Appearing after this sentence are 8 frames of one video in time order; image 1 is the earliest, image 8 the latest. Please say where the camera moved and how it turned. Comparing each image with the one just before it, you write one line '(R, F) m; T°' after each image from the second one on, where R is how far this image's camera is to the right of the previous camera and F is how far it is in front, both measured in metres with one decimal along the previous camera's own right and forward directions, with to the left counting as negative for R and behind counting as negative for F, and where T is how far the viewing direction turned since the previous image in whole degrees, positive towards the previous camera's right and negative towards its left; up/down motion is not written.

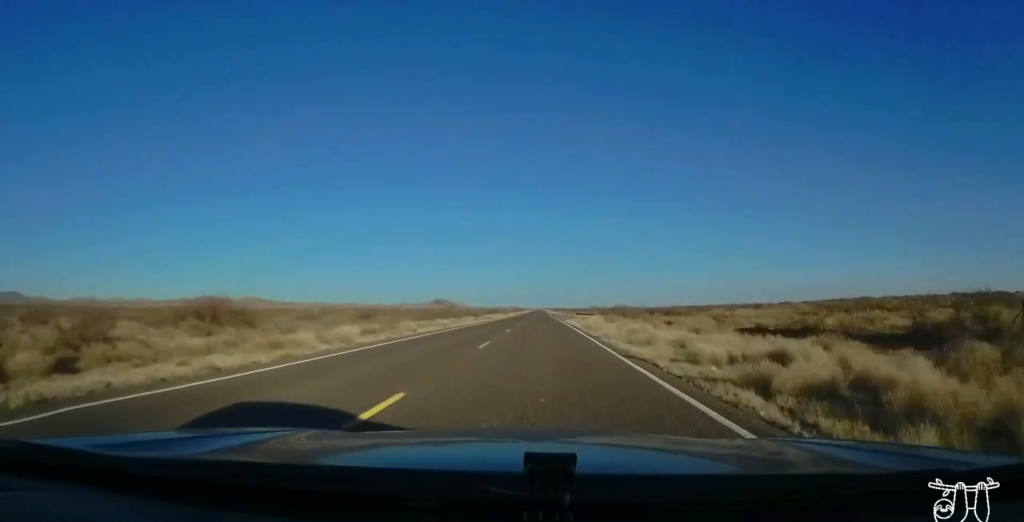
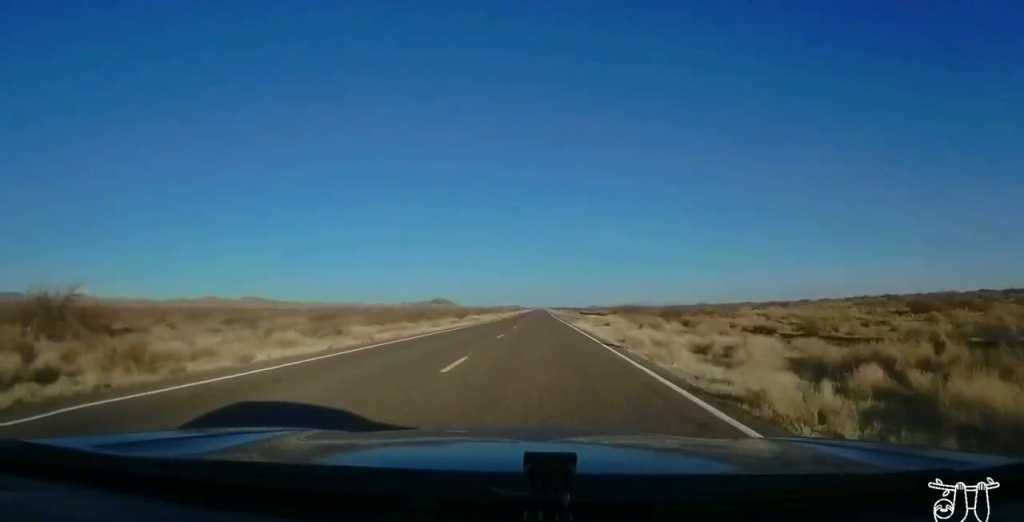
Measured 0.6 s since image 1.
(0.0, +18.6) m; 0°
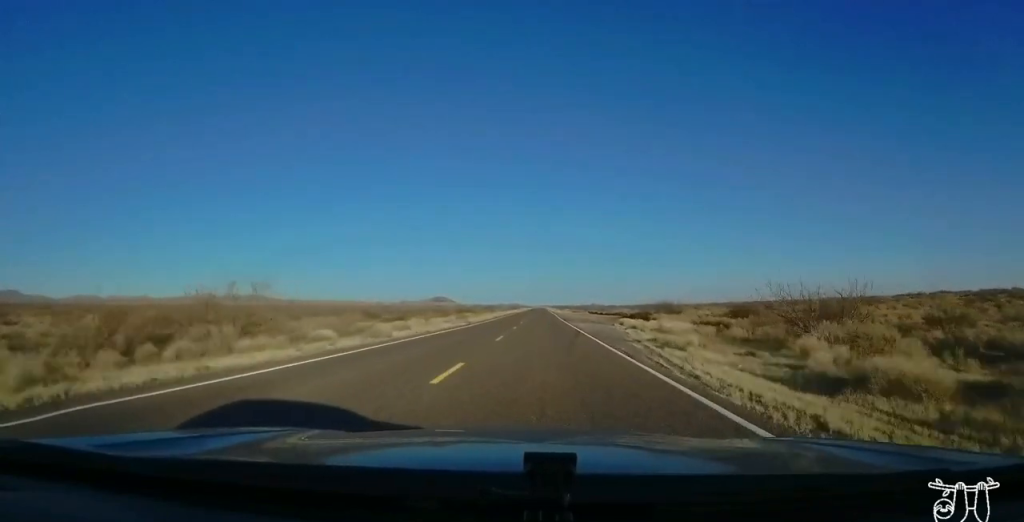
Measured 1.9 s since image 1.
(0.0, +38.1) m; 0°
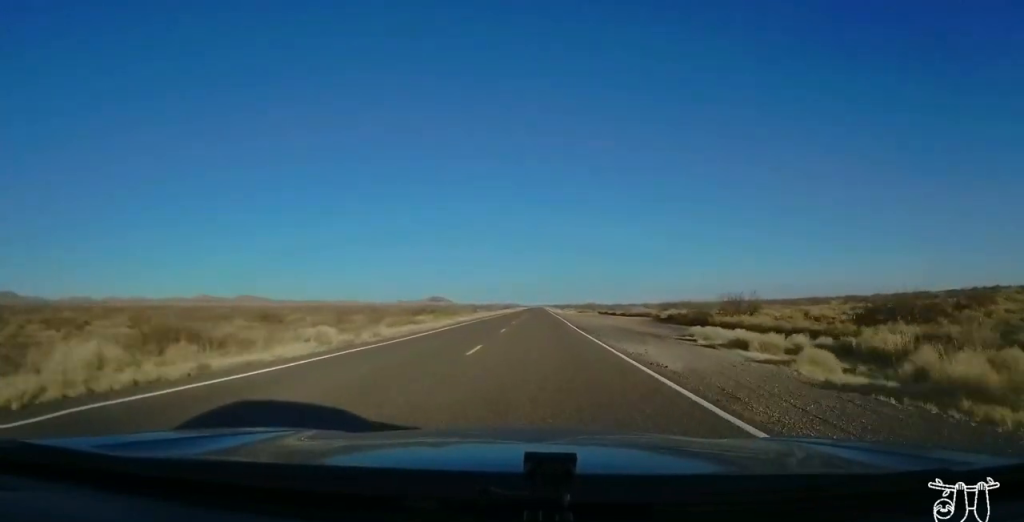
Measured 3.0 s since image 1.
(+0.2, +31.3) m; +1°
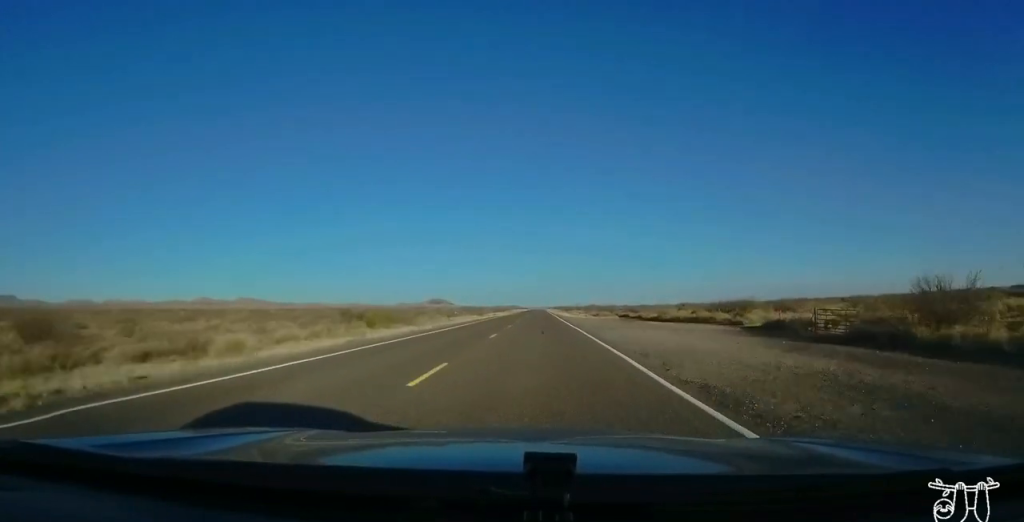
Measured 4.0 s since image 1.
(0.0, +30.2) m; 0°
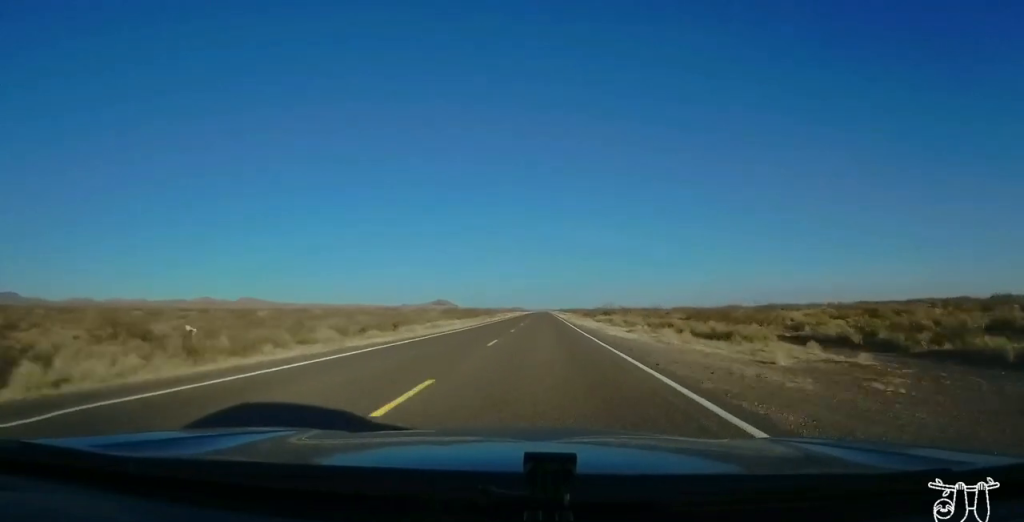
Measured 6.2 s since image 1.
(-0.6, +63.3) m; -2°
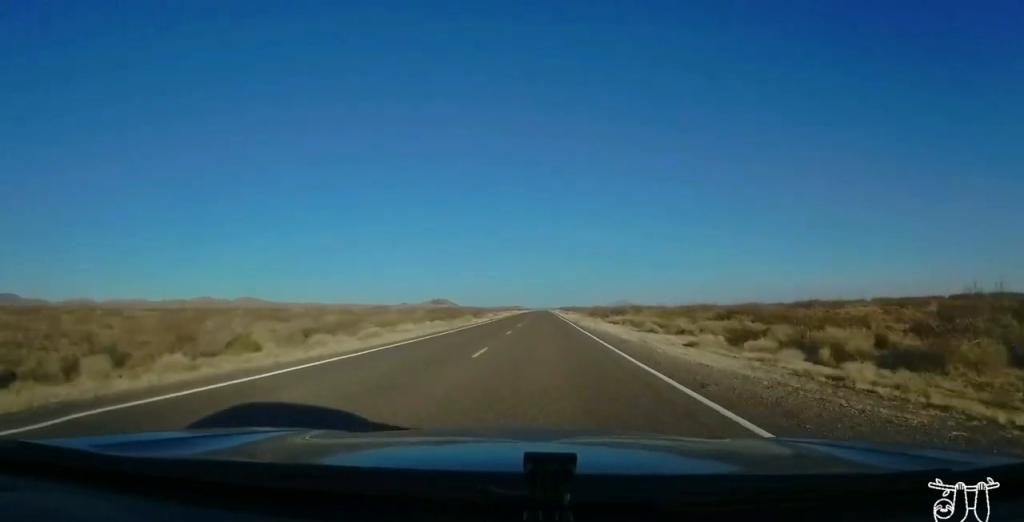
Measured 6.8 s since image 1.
(-0.1, +16.6) m; 0°
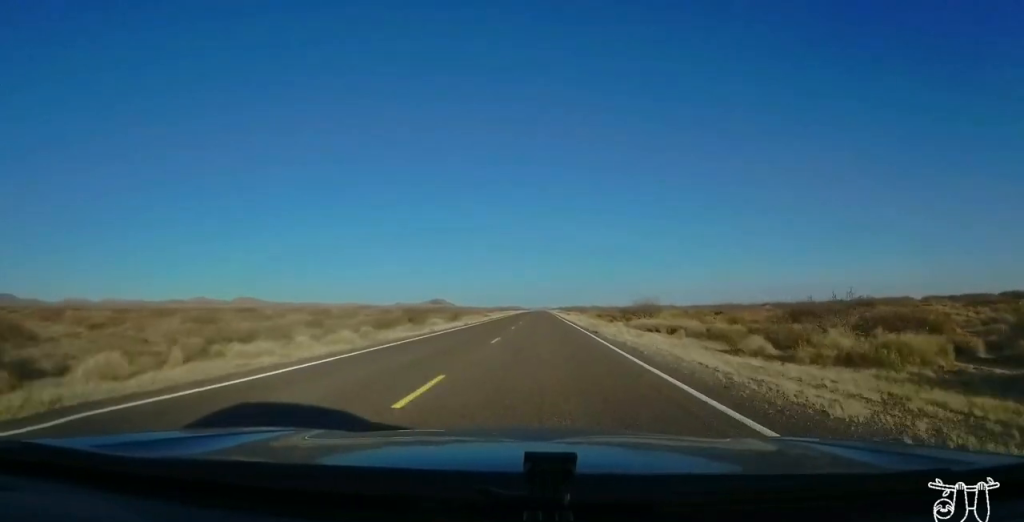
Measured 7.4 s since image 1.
(-0.5, +19.6) m; +1°
